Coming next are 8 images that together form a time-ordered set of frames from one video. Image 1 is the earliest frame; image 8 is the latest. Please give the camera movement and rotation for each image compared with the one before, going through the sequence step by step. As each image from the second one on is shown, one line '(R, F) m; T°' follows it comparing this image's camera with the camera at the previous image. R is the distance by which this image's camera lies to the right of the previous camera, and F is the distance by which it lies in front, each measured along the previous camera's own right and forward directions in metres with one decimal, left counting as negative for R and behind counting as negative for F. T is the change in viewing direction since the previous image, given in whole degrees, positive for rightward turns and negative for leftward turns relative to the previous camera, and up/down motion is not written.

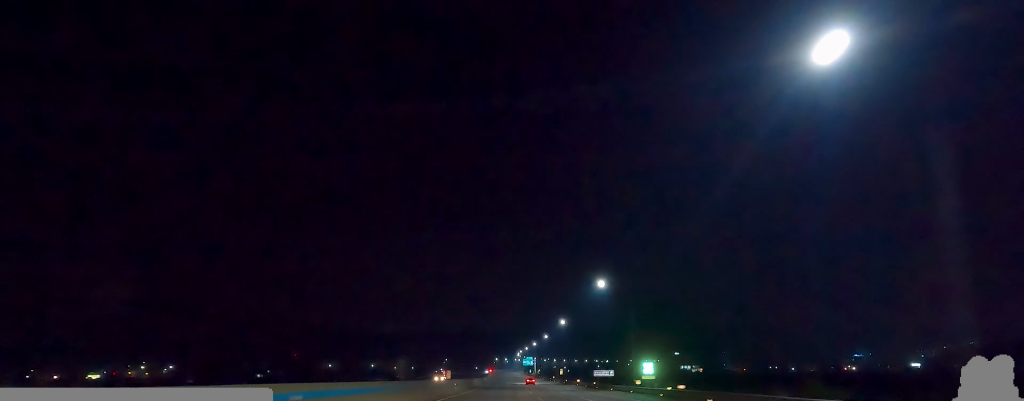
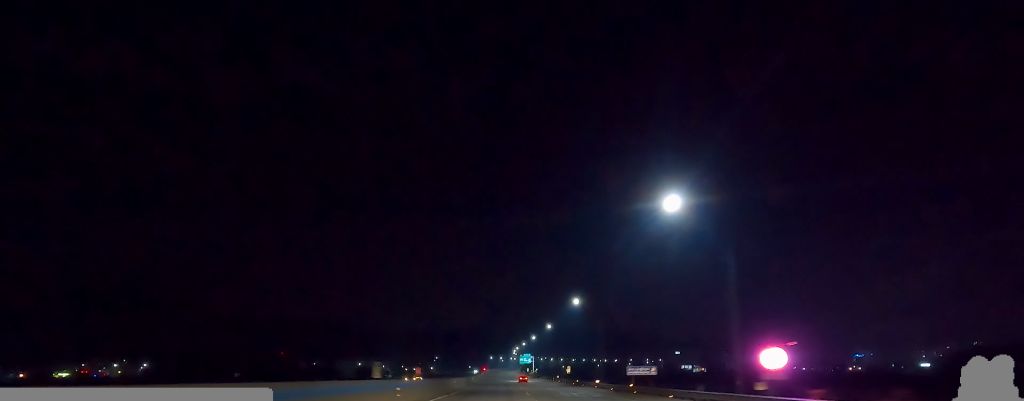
(0.0, +29.2) m; 0°
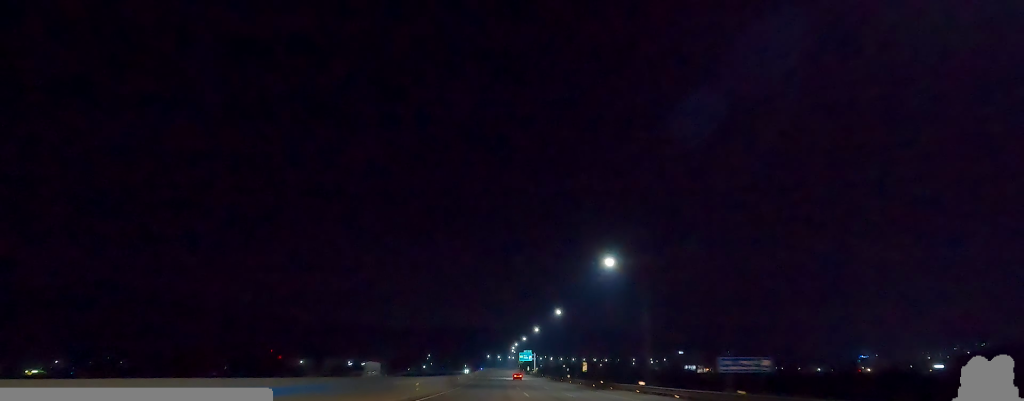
(0.0, +26.2) m; 0°
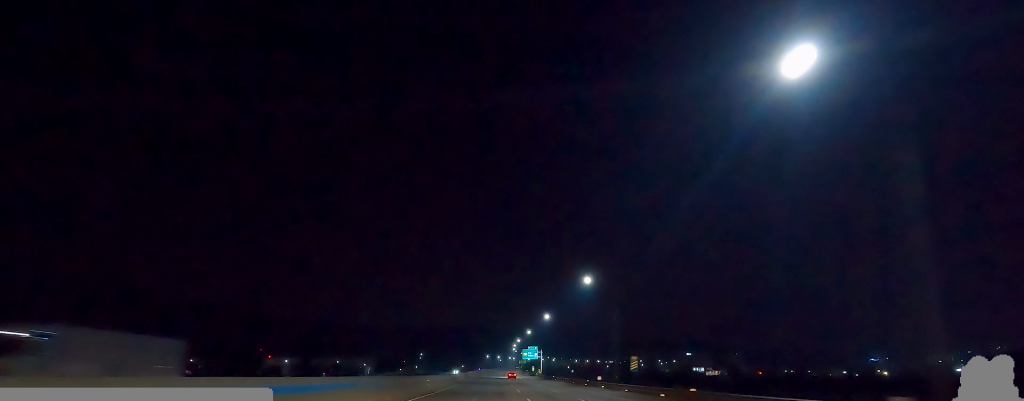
(0.0, +33.3) m; 0°
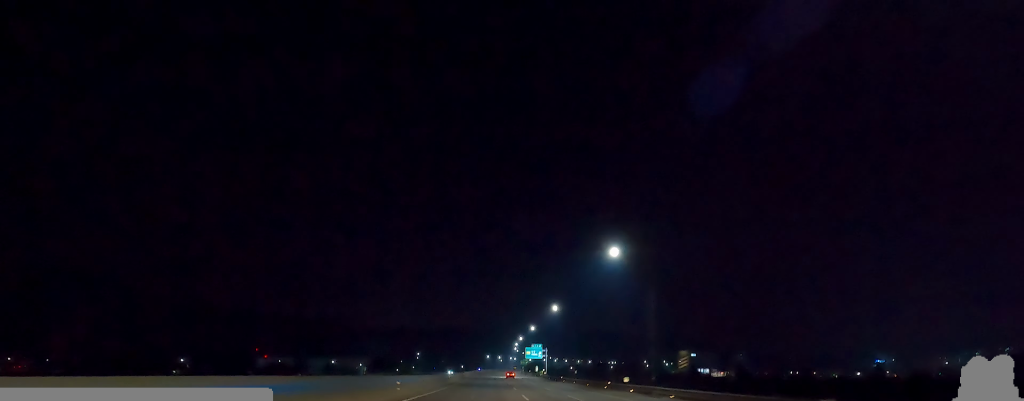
(0.0, +14.8) m; 0°
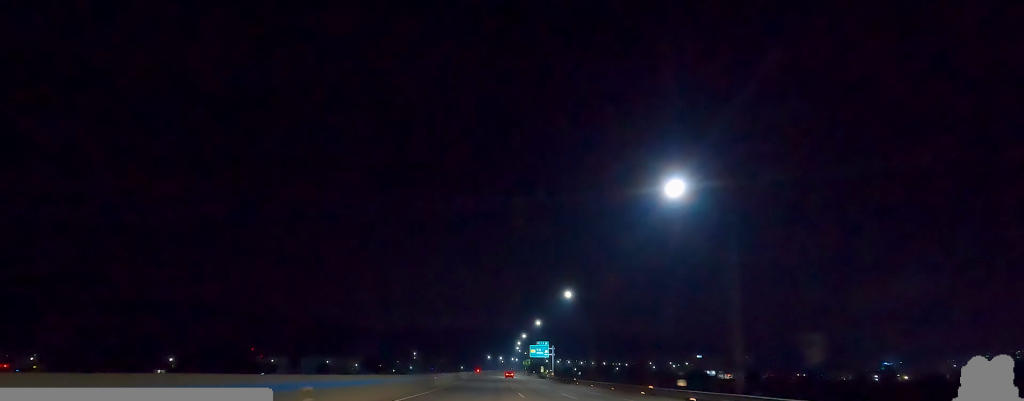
(0.0, +16.8) m; 0°
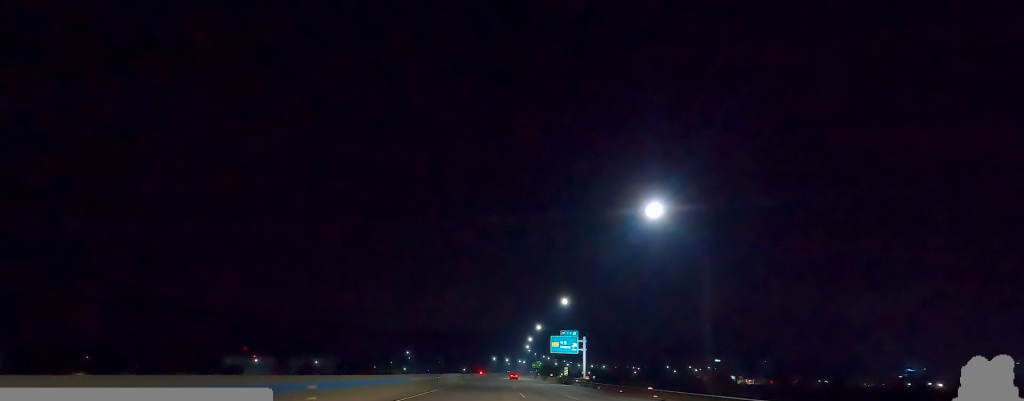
(-1.2, +39.5) m; -3°
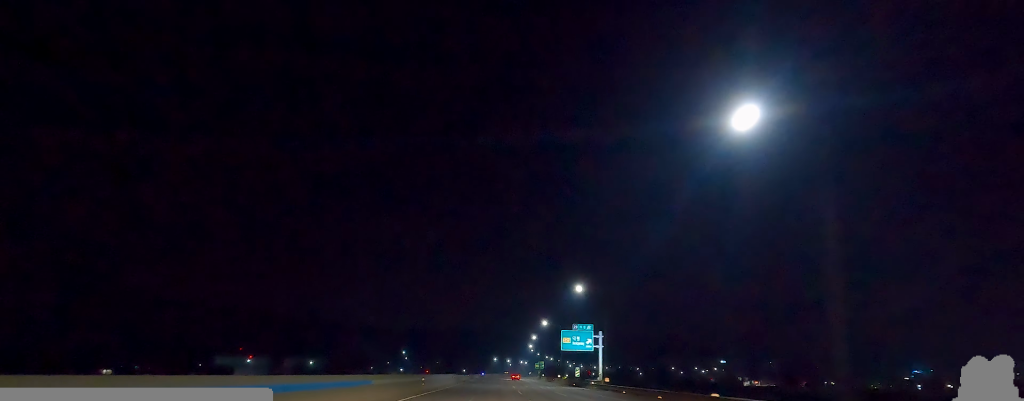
(-0.7, +12.9) m; 0°
